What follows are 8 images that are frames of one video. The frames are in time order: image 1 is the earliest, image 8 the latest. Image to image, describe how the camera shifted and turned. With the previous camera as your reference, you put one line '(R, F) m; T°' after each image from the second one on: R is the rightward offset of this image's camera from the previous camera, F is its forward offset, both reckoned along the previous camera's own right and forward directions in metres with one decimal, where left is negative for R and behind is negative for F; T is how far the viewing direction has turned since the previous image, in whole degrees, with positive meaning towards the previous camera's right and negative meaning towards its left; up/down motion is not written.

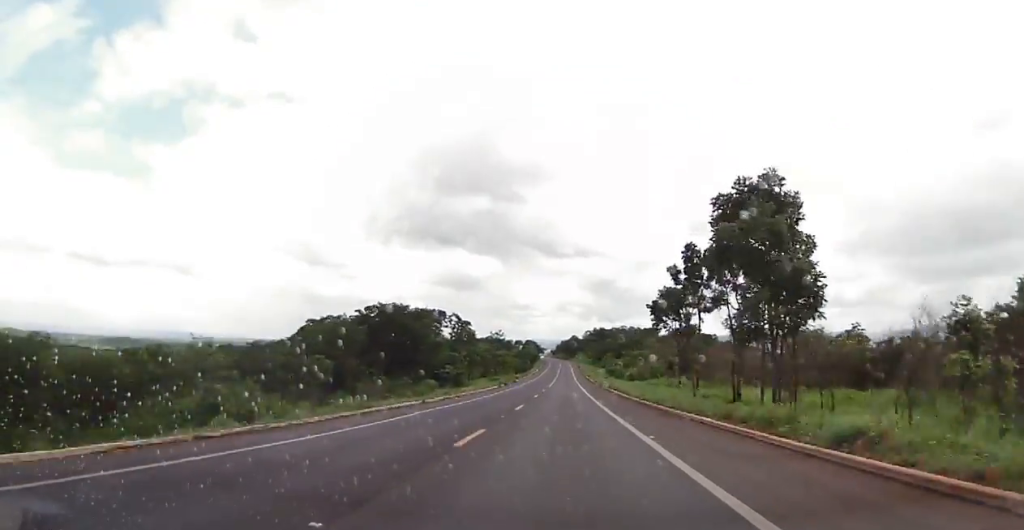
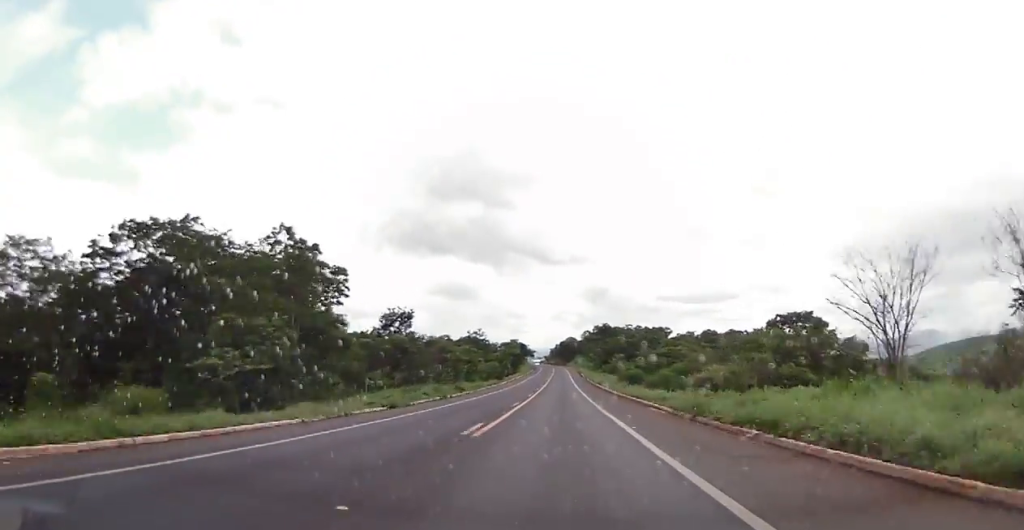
(+0.8, +59.4) m; 0°
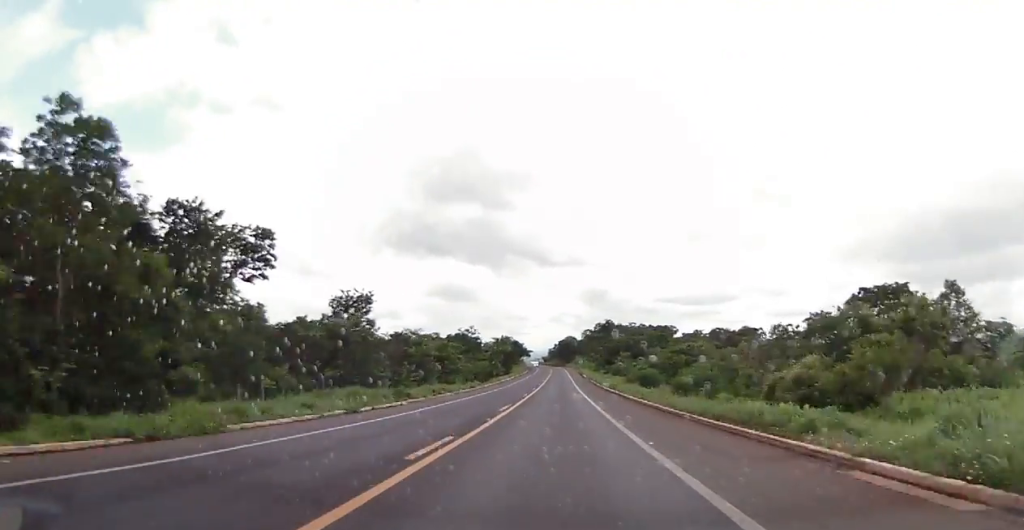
(0.0, +20.2) m; 0°
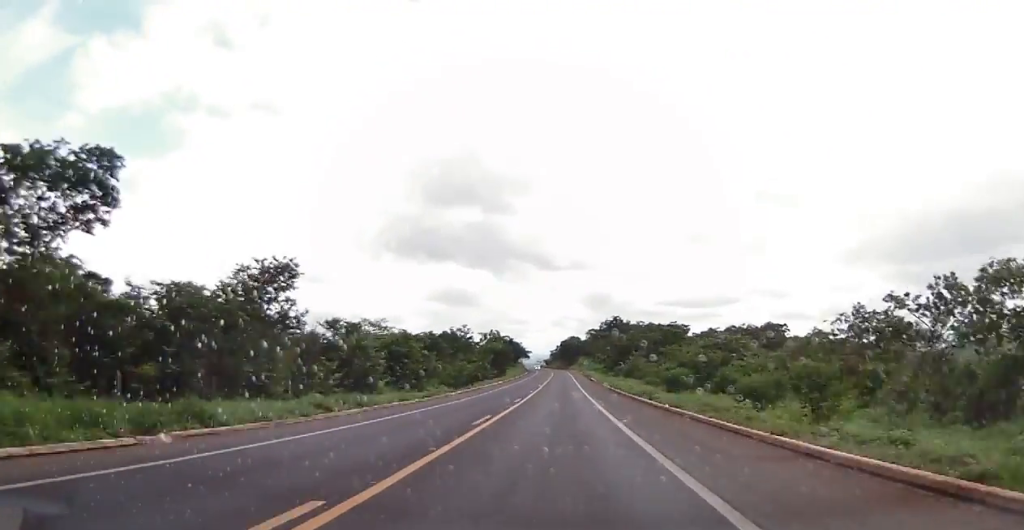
(0.0, +22.8) m; -1°
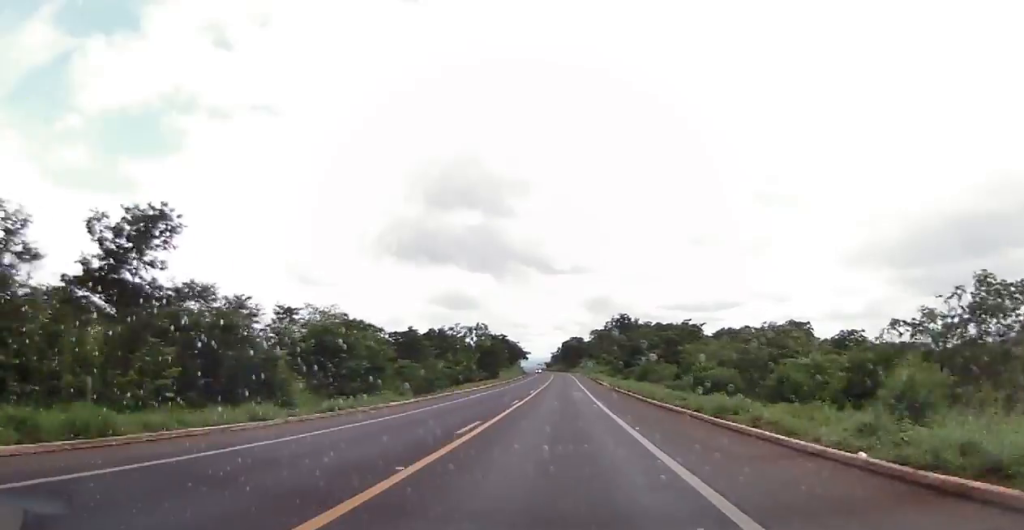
(-0.1, +18.4) m; 0°
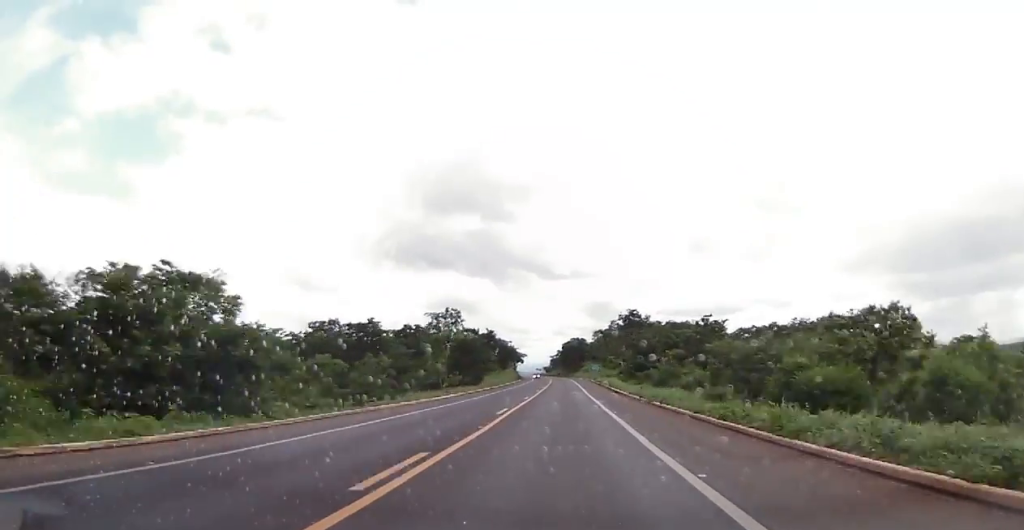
(-0.1, +22.8) m; +1°
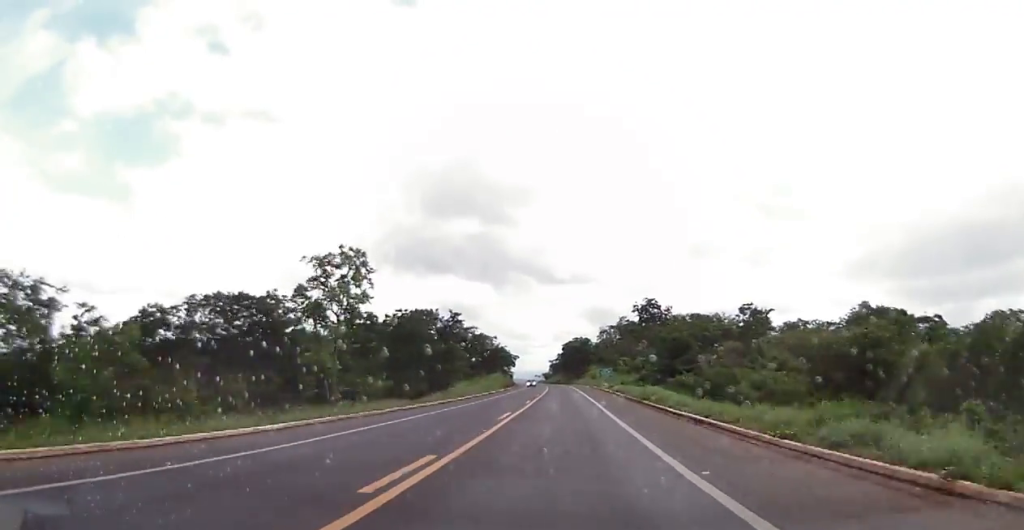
(+0.4, +30.7) m; 0°
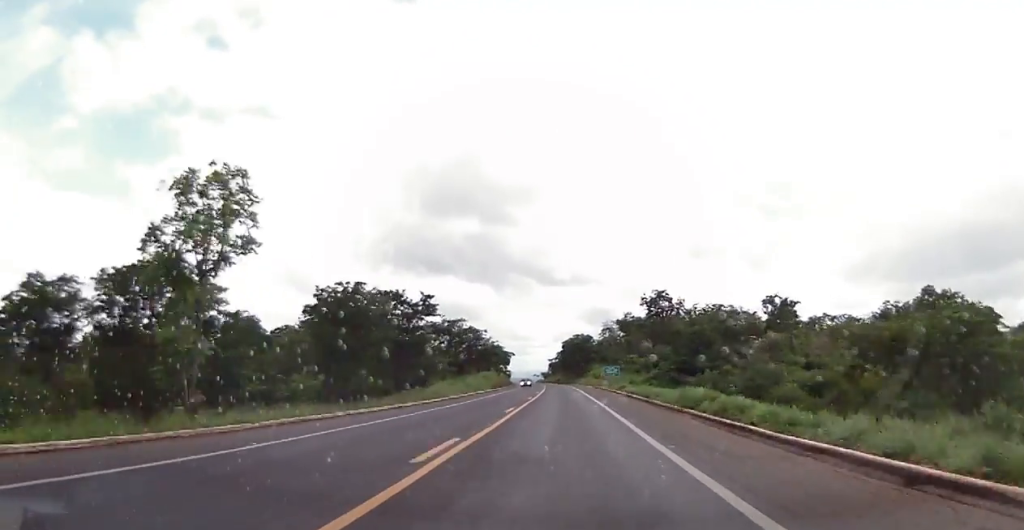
(-0.4, +13.1) m; 0°
